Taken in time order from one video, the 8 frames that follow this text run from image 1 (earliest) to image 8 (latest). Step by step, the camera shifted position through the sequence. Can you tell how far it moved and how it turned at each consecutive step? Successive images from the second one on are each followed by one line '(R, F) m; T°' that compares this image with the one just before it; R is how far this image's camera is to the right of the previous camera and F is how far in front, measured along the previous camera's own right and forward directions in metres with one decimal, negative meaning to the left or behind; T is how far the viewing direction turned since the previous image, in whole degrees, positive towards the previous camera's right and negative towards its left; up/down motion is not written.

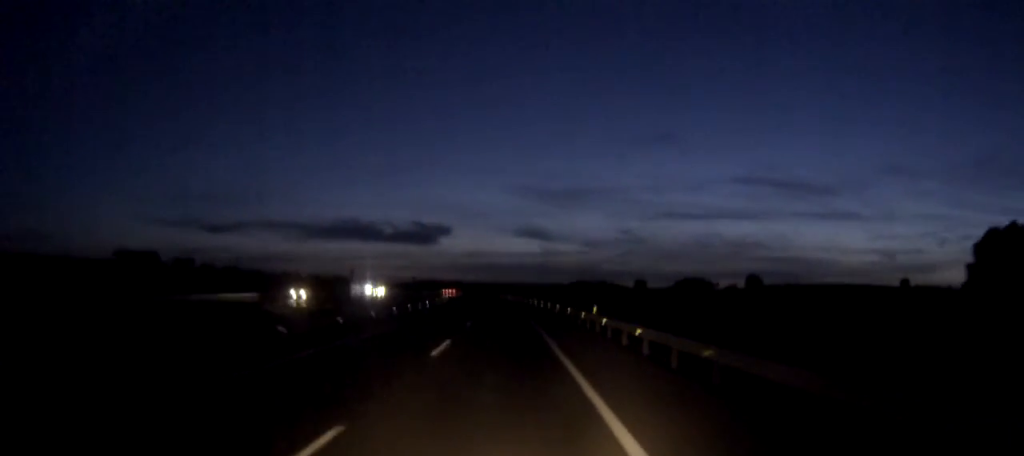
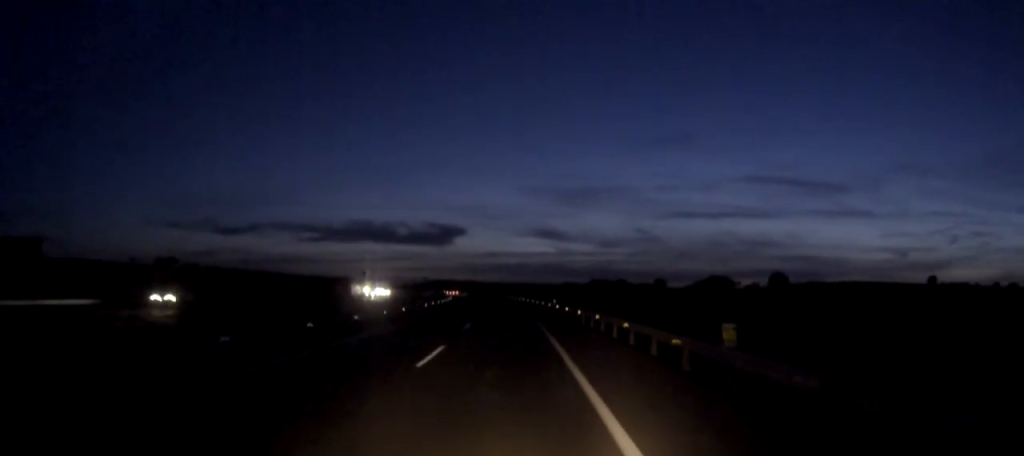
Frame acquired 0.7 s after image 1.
(-0.2, +21.0) m; -1°
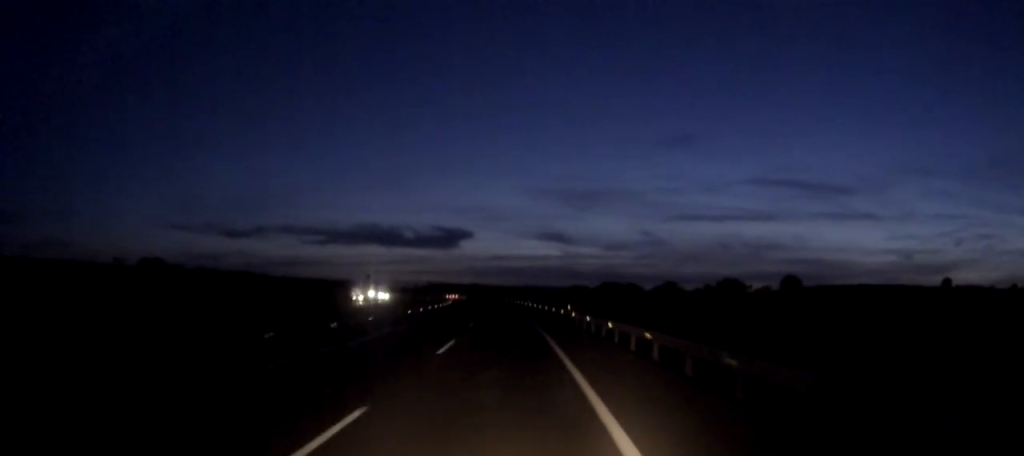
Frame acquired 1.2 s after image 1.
(0.0, +12.4) m; -1°
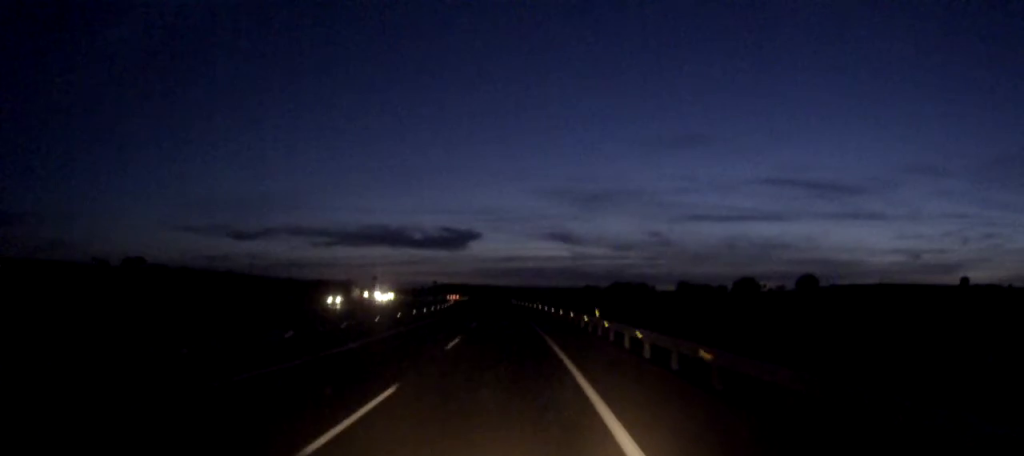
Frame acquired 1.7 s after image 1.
(-0.1, +14.3) m; -1°
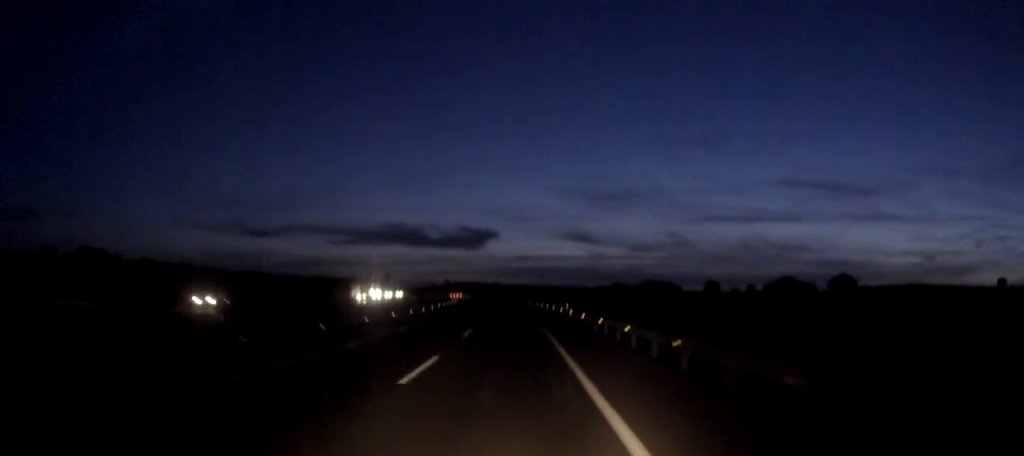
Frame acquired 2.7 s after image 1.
(-0.3, +28.4) m; -1°
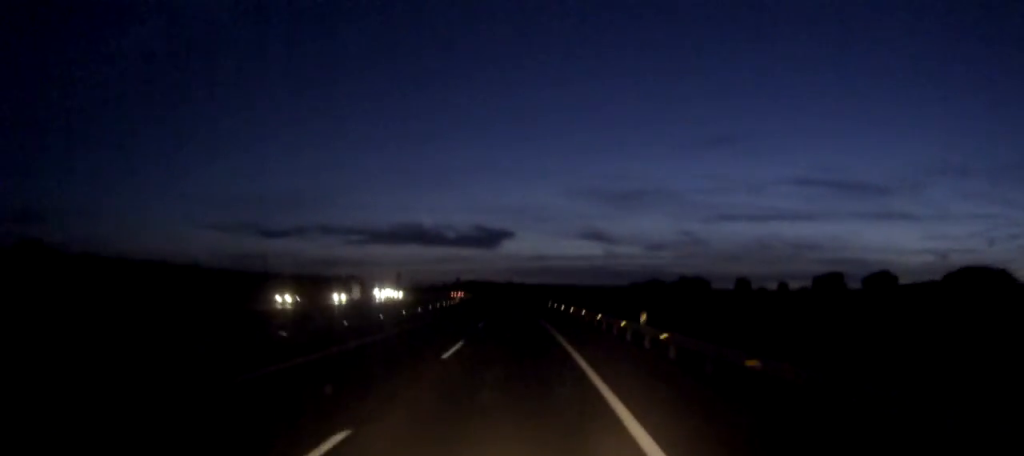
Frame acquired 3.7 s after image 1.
(-0.3, +29.2) m; -1°
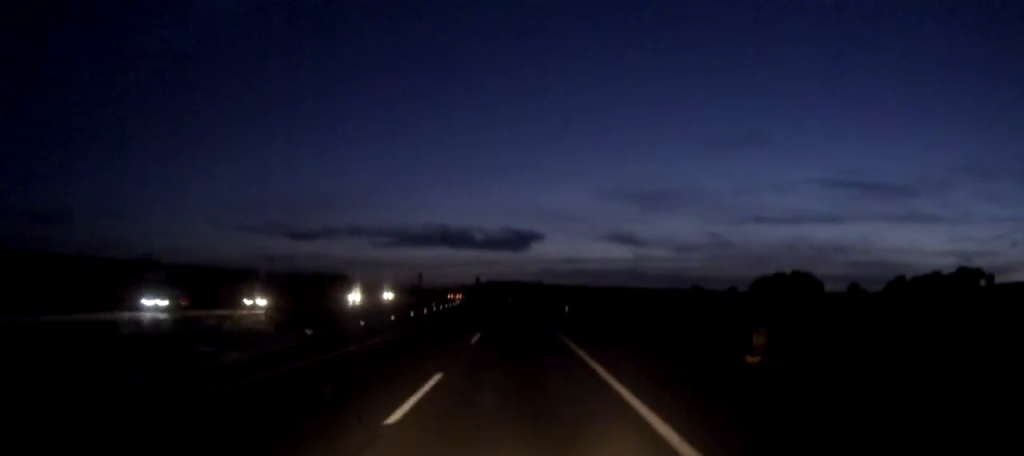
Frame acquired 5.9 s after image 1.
(-1.5, +62.1) m; -3°
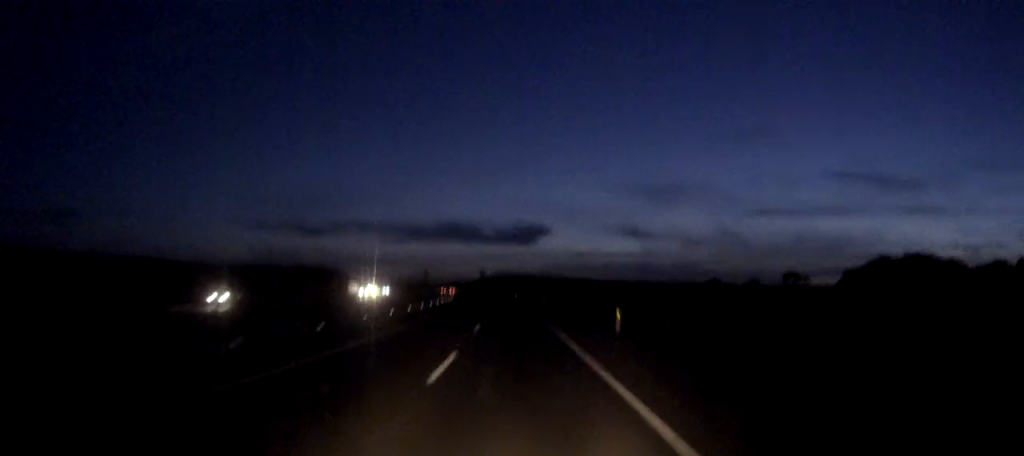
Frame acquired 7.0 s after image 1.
(-0.4, +30.1) m; -1°
